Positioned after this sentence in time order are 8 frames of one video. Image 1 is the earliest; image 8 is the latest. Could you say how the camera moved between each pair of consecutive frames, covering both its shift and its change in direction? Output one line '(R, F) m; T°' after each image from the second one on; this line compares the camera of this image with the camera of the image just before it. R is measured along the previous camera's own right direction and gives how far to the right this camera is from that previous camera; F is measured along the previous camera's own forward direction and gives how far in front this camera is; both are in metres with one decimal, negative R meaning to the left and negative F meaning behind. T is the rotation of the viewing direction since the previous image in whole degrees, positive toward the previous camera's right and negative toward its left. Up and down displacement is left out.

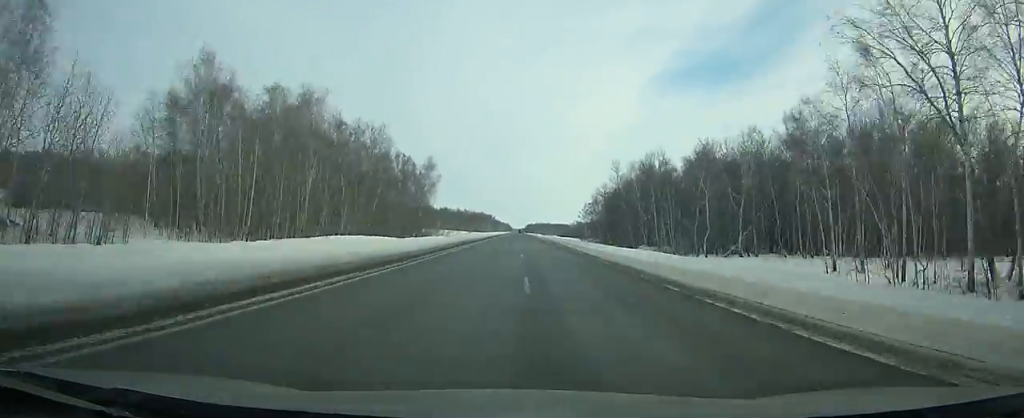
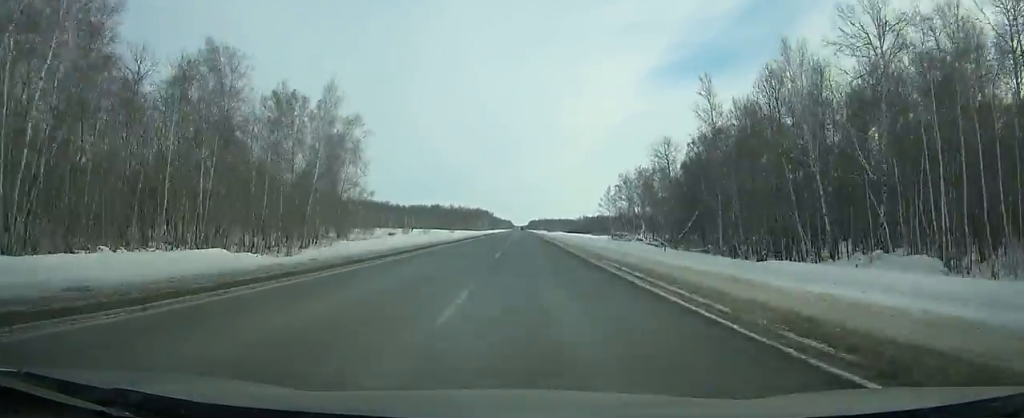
(+0.2, +67.4) m; 0°
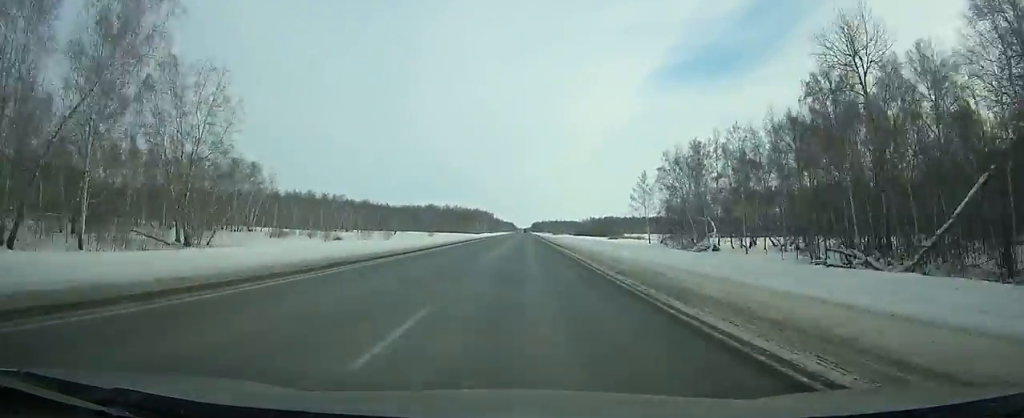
(+0.1, +49.8) m; 0°
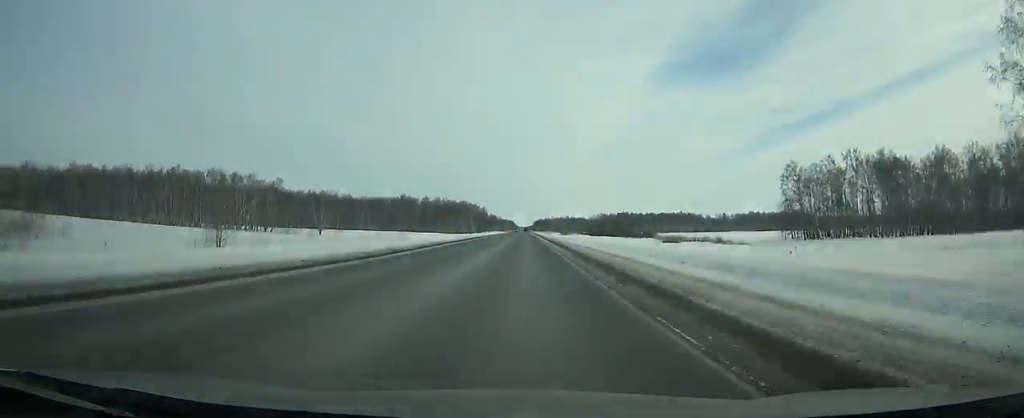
(-0.7, +107.3) m; 0°
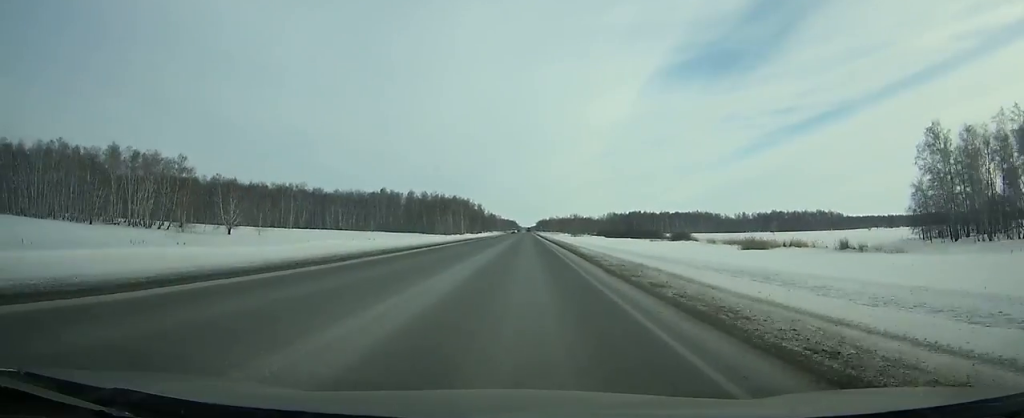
(0.0, +60.0) m; 0°
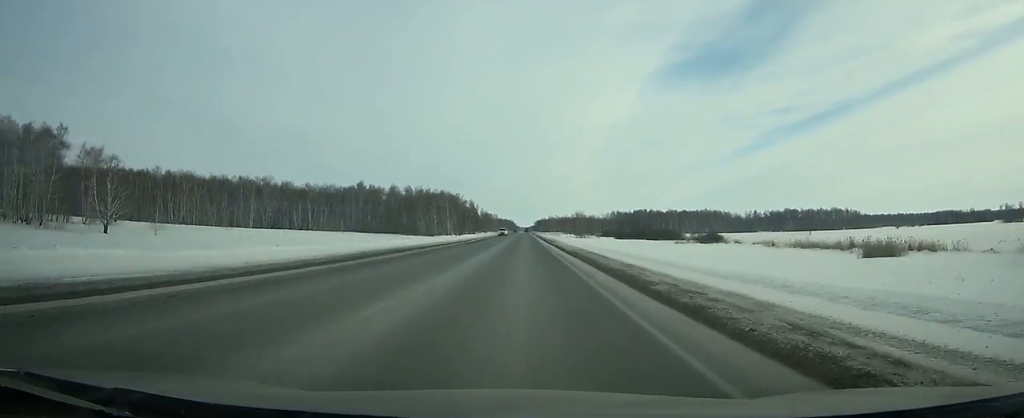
(0.0, +39.5) m; 0°
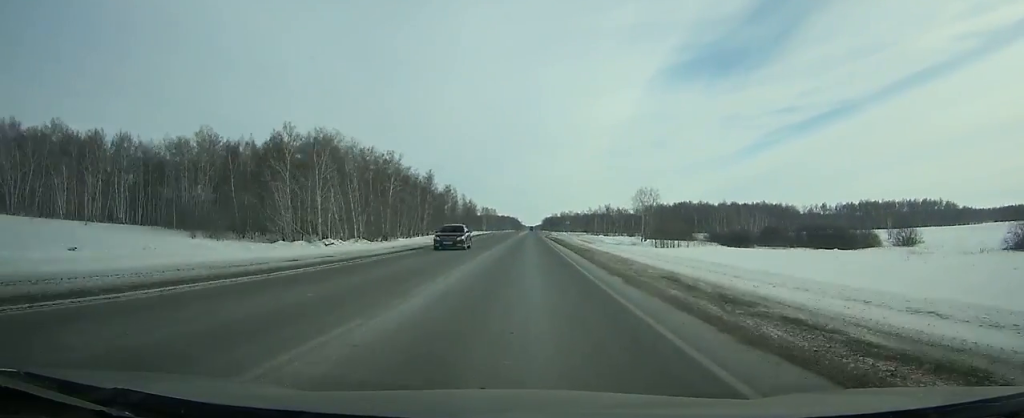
(-0.5, +142.0) m; 0°
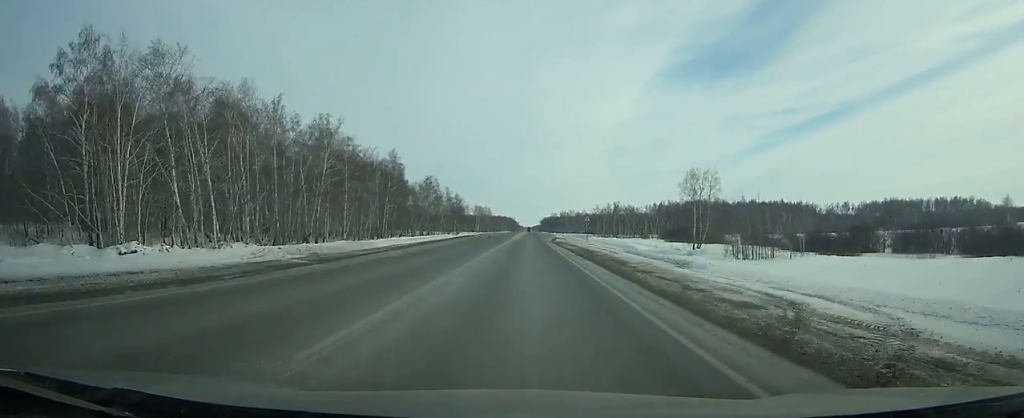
(-0.1, +41.3) m; 0°
